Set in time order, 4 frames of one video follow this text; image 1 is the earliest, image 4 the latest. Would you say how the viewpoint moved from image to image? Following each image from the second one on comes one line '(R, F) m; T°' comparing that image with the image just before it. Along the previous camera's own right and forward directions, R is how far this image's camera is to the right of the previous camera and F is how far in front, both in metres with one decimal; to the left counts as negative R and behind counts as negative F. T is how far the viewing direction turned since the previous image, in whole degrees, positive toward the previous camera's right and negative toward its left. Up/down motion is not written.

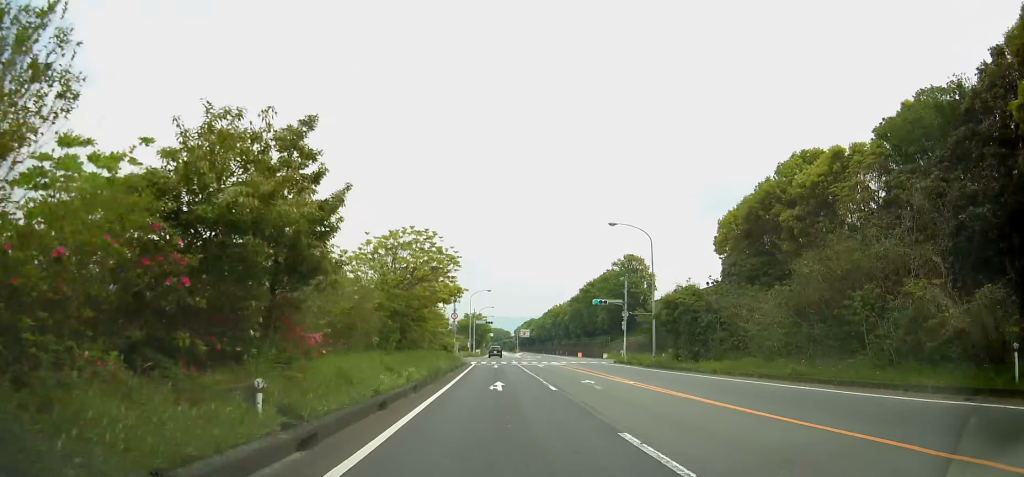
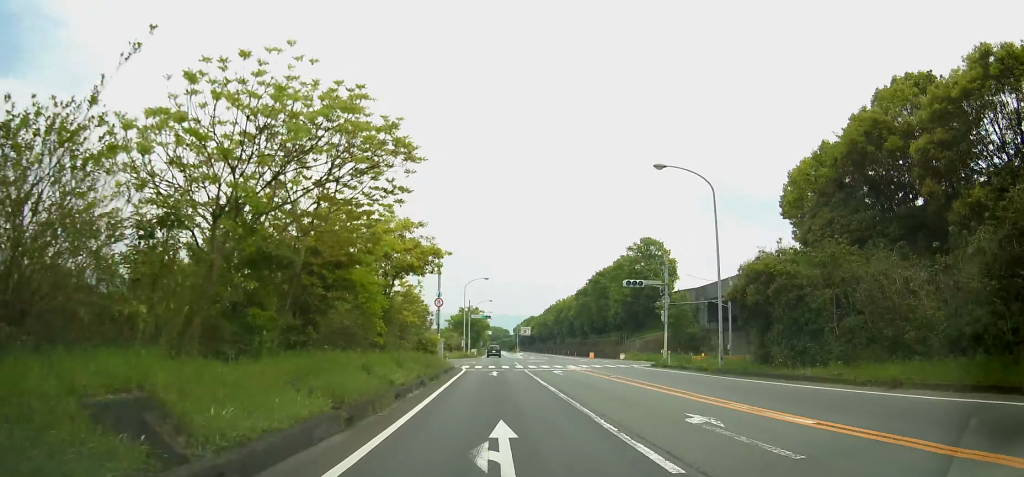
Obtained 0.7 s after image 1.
(-0.1, +12.7) m; 0°
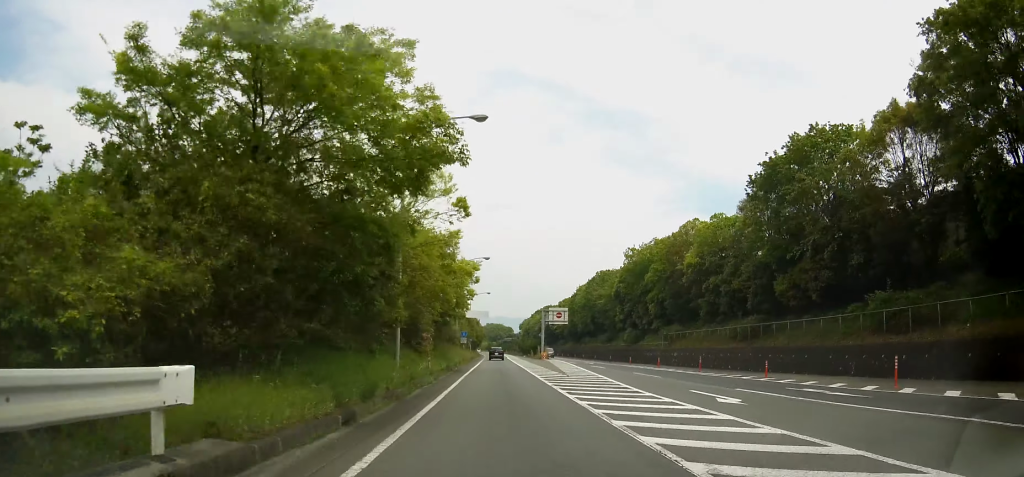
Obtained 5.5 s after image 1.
(+0.5, +90.0) m; +1°
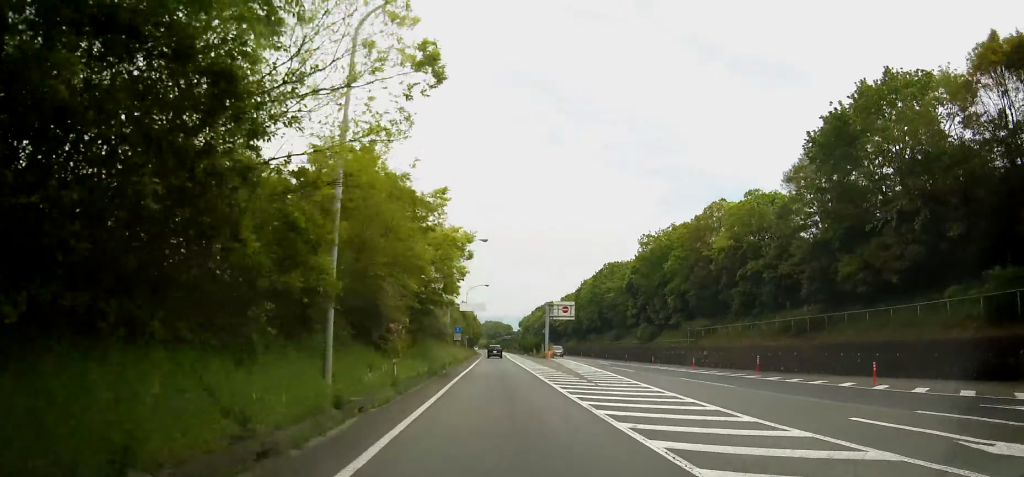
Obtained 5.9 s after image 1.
(0.0, +8.6) m; 0°
